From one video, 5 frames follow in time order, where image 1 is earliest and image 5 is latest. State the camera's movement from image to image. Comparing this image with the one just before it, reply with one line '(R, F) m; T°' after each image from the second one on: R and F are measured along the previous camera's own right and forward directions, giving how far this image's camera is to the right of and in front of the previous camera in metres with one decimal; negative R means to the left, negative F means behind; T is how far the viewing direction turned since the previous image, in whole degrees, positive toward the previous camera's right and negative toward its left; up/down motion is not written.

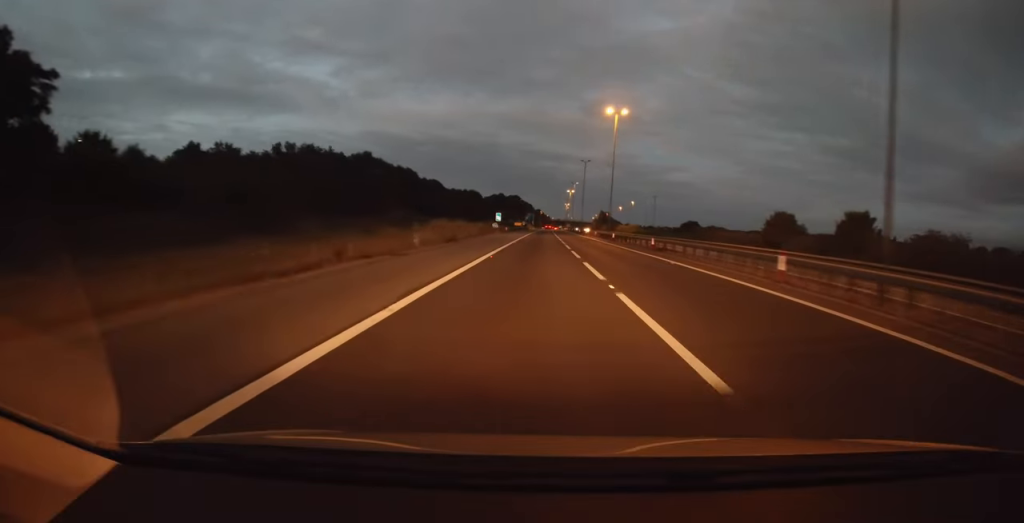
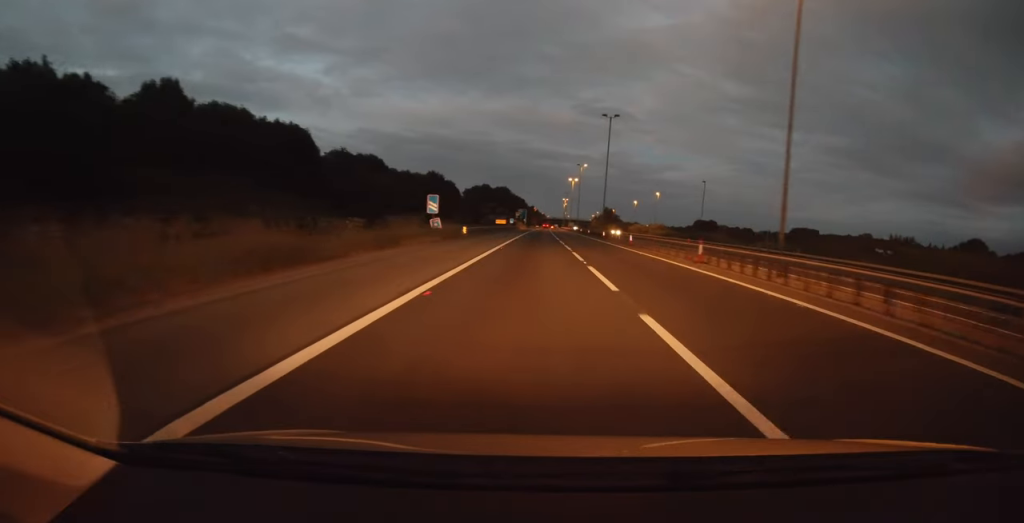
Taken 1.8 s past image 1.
(0.0, +47.2) m; 0°
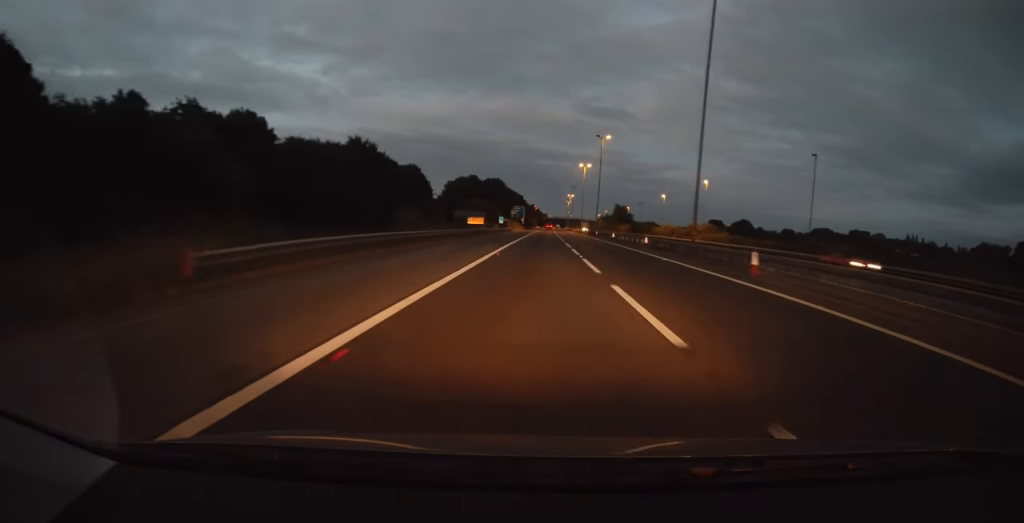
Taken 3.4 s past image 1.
(-0.1, +40.4) m; 0°
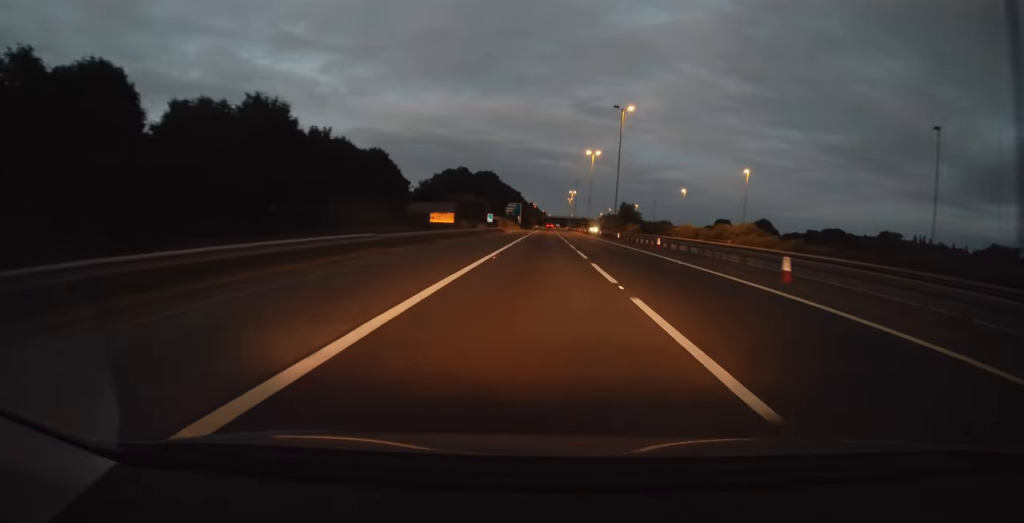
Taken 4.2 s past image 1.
(0.0, +20.7) m; 0°
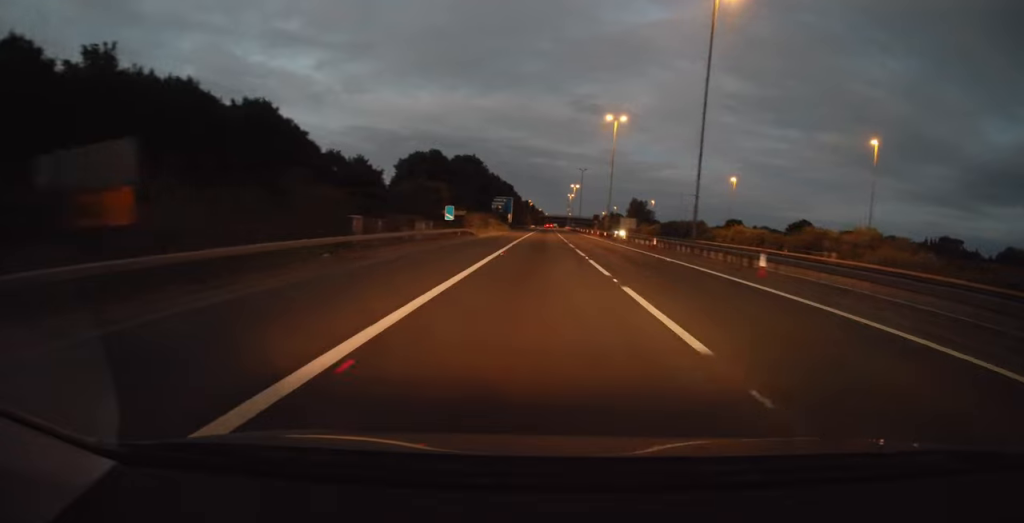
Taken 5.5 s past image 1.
(0.0, +33.6) m; 0°
